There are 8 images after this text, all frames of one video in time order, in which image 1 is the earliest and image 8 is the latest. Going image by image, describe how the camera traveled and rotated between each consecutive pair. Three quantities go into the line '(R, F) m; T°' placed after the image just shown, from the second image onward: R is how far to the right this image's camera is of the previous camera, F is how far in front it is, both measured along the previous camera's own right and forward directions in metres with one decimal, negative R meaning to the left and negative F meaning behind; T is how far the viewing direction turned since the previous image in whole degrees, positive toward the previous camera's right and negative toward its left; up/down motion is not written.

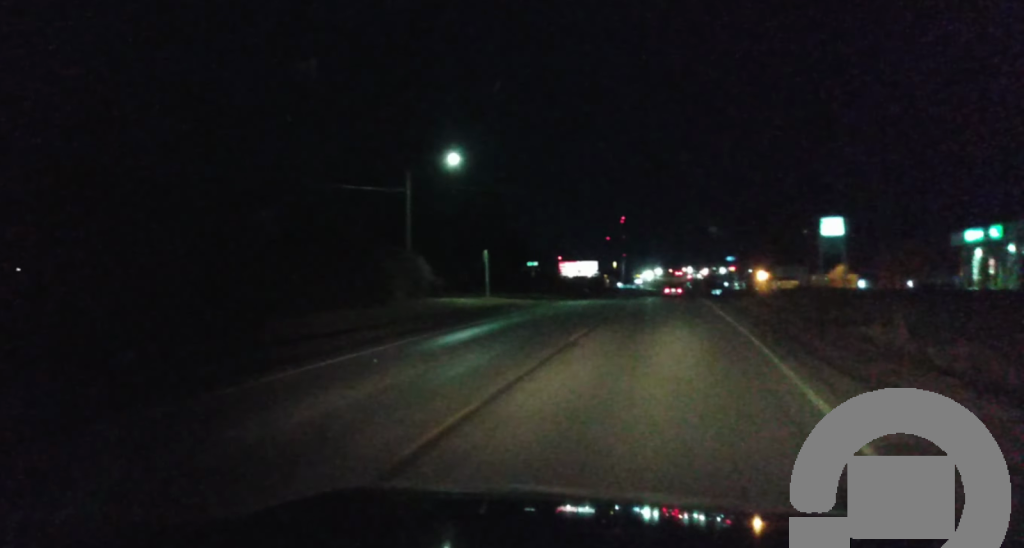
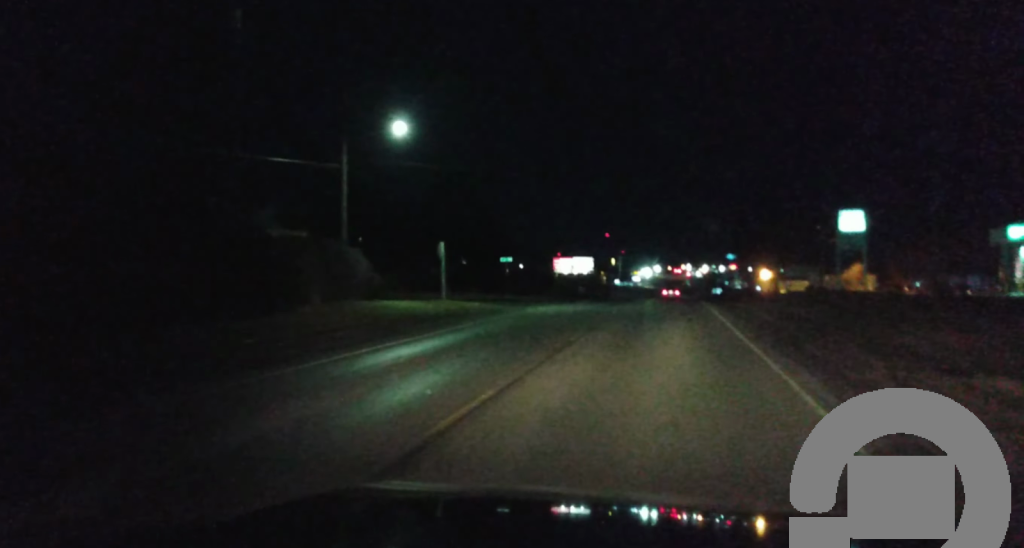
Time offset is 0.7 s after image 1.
(-0.1, +11.3) m; -1°
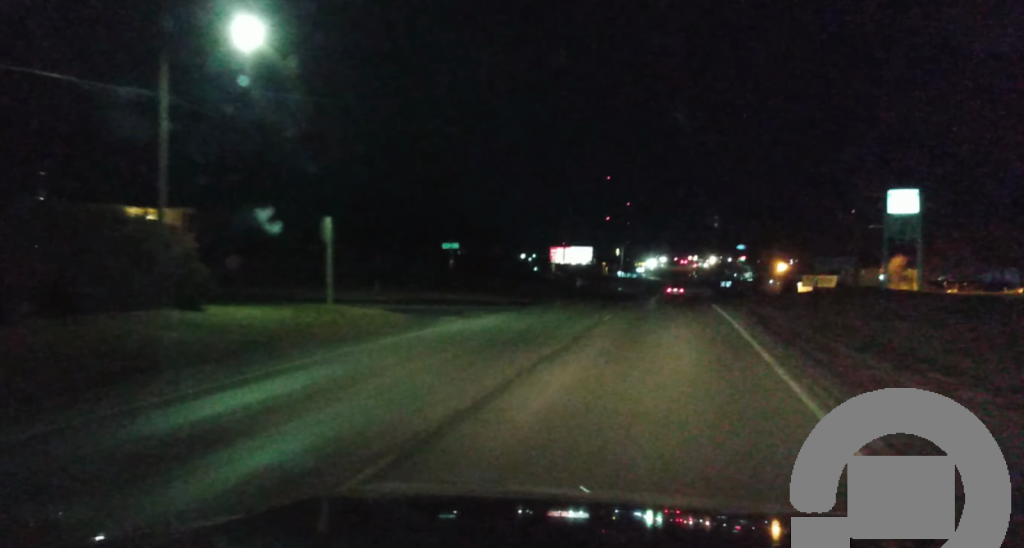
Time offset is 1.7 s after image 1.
(0.0, +16.9) m; 0°
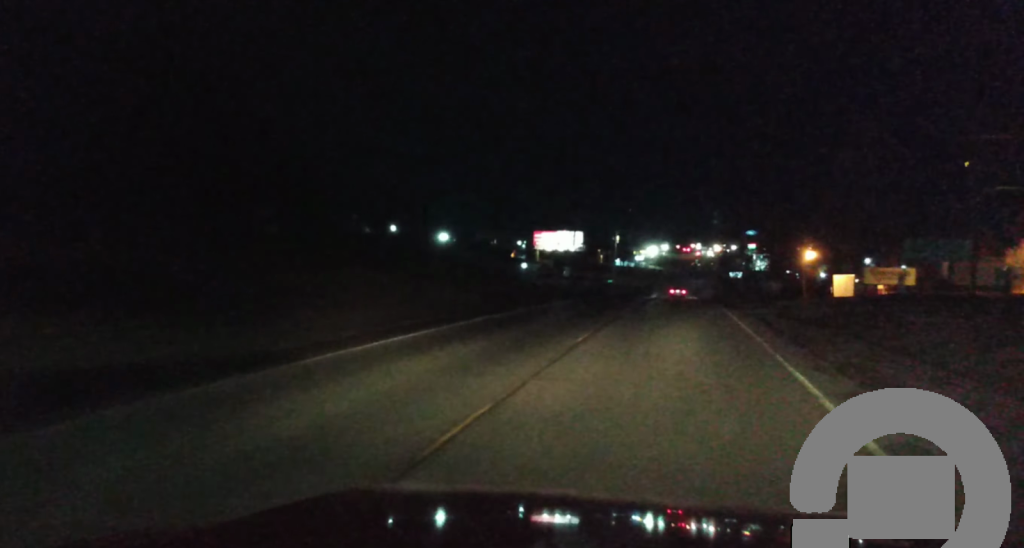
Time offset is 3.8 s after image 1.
(-0.6, +33.9) m; -2°
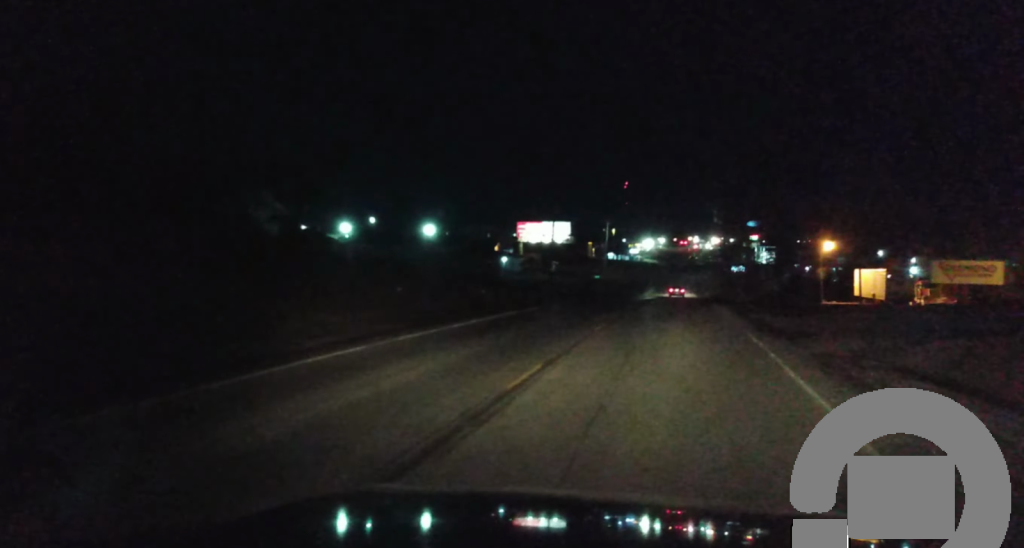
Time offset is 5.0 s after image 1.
(+0.5, +19.8) m; +3°
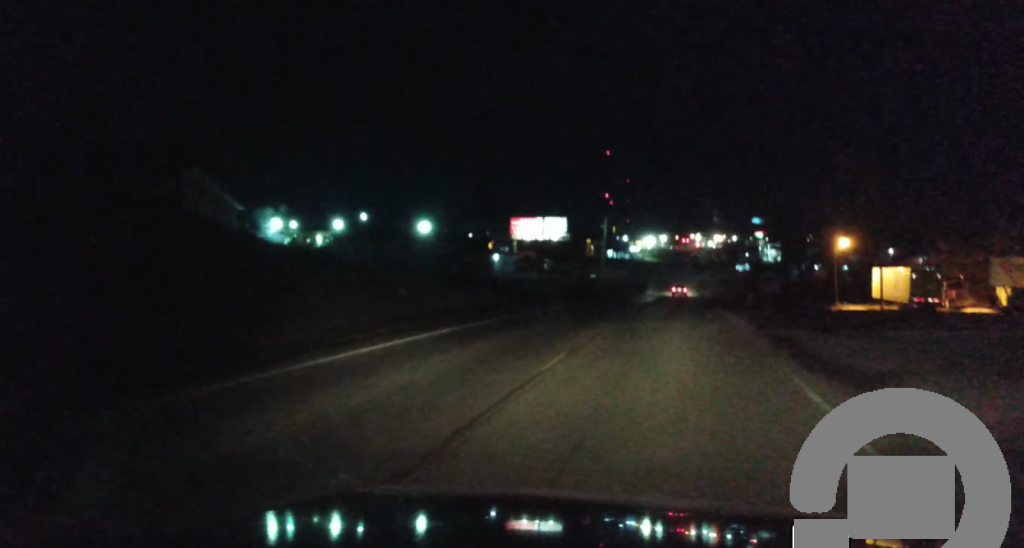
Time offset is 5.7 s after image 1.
(+0.4, +9.9) m; 0°
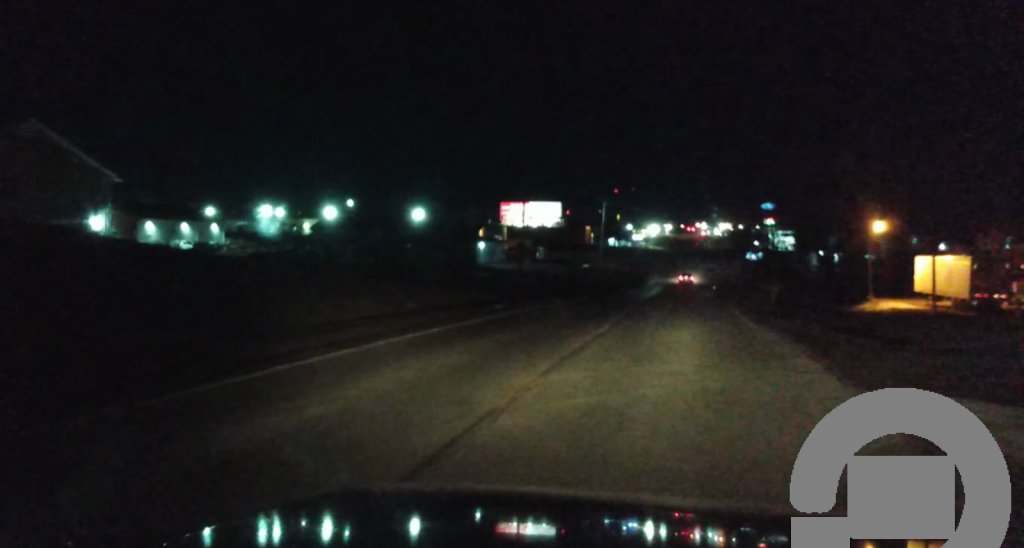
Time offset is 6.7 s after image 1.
(-0.4, +16.1) m; -2°
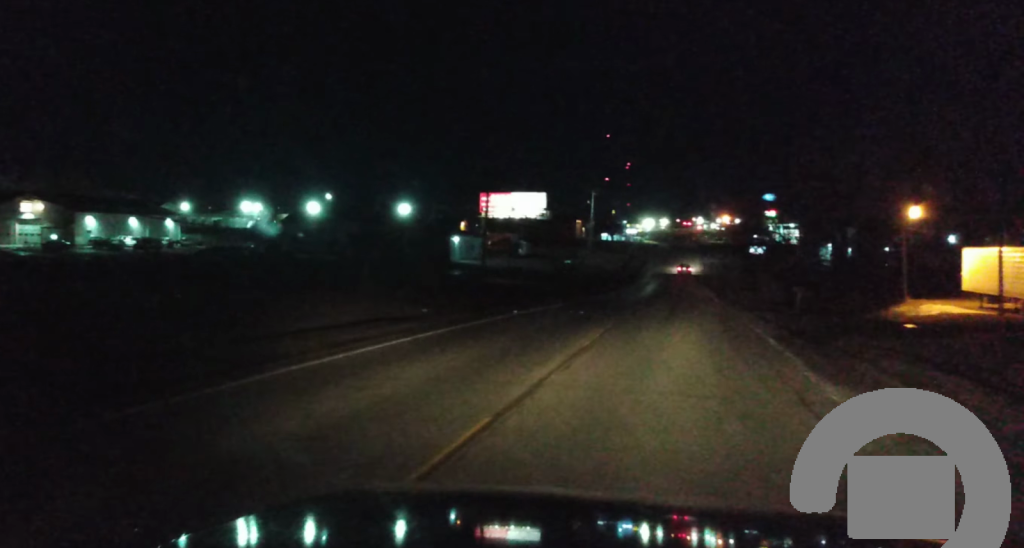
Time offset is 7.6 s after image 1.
(-0.2, +15.6) m; 0°
